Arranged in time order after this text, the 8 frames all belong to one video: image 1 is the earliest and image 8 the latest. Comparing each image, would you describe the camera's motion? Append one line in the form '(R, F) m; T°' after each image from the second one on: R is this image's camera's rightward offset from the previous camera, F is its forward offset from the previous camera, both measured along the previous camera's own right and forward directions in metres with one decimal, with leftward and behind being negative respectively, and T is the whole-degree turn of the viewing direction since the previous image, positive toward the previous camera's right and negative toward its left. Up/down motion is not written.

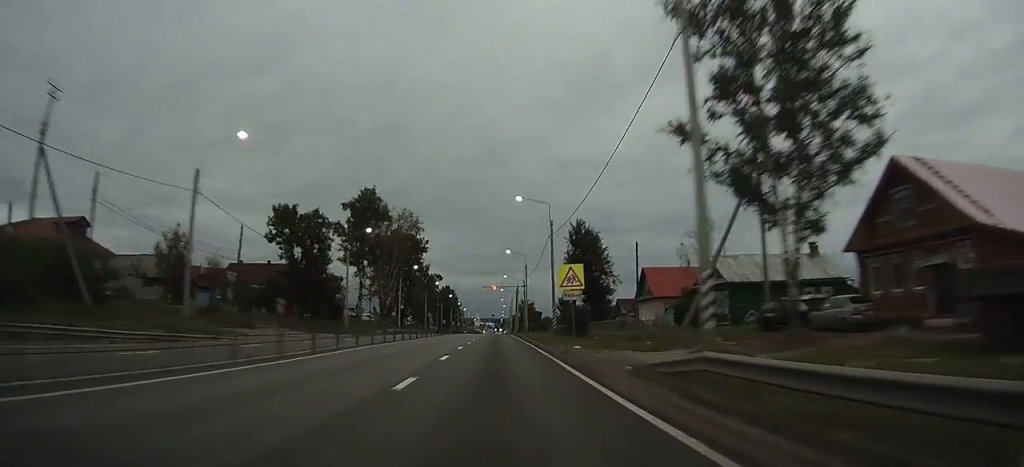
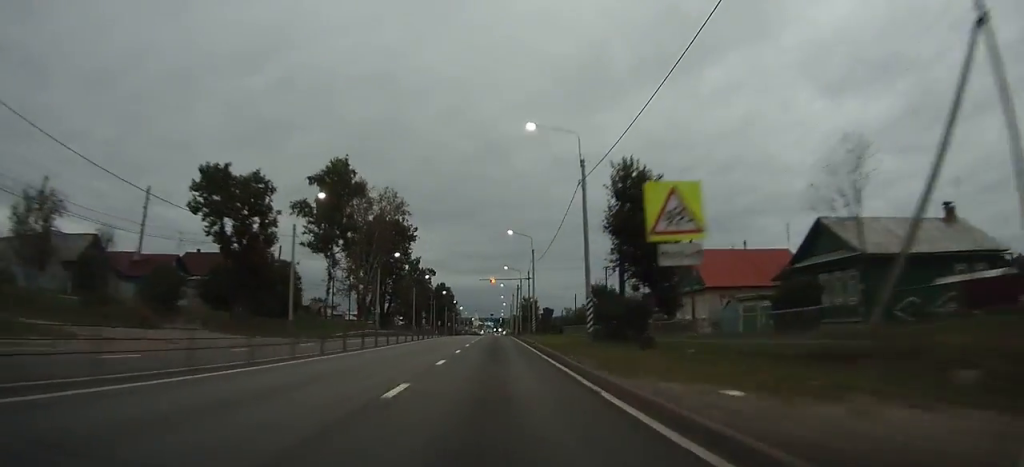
(0.0, +17.2) m; 0°
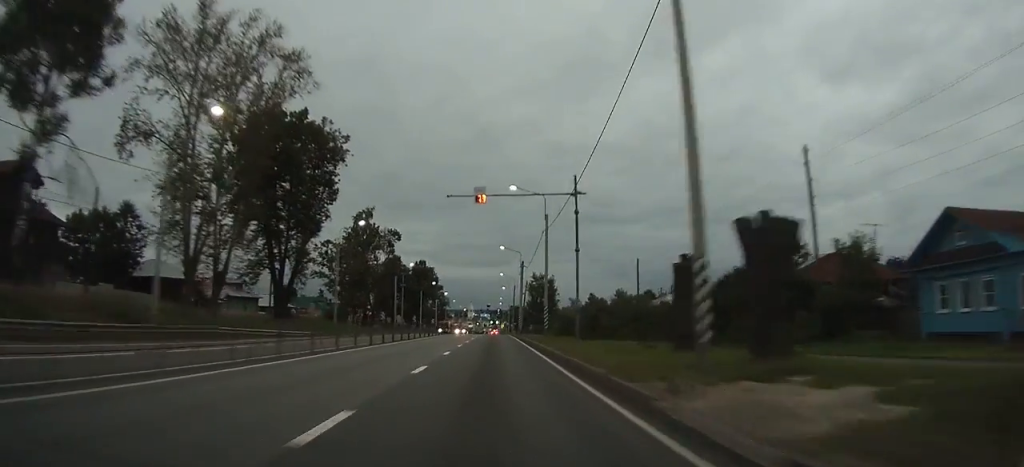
(+0.3, +53.0) m; +1°
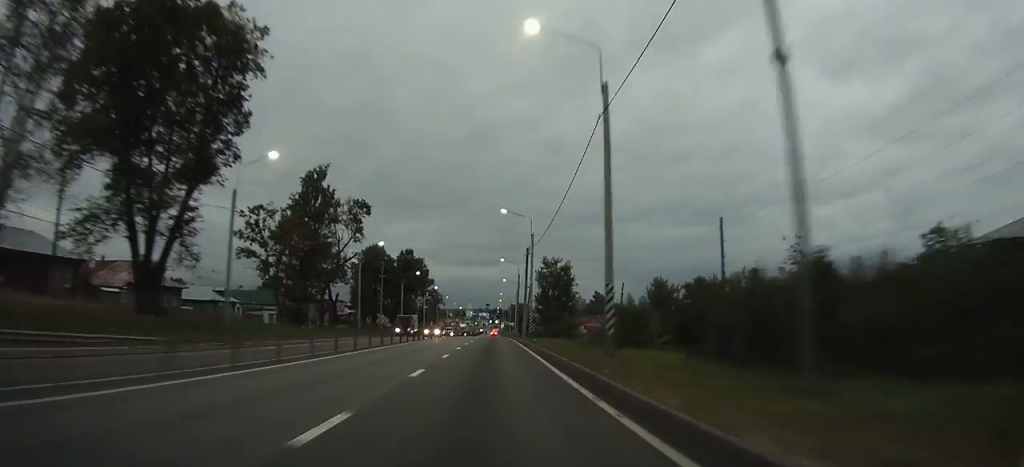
(0.0, +24.0) m; 0°
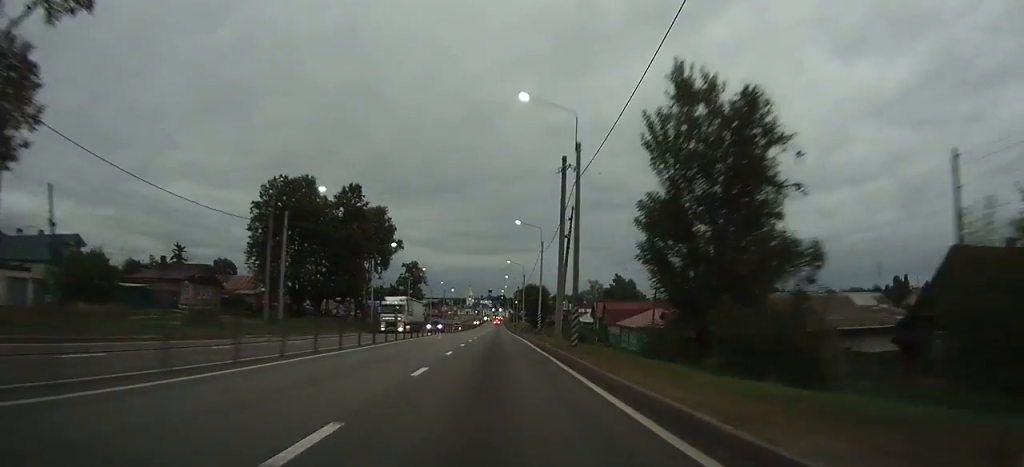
(-0.3, +57.1) m; -1°
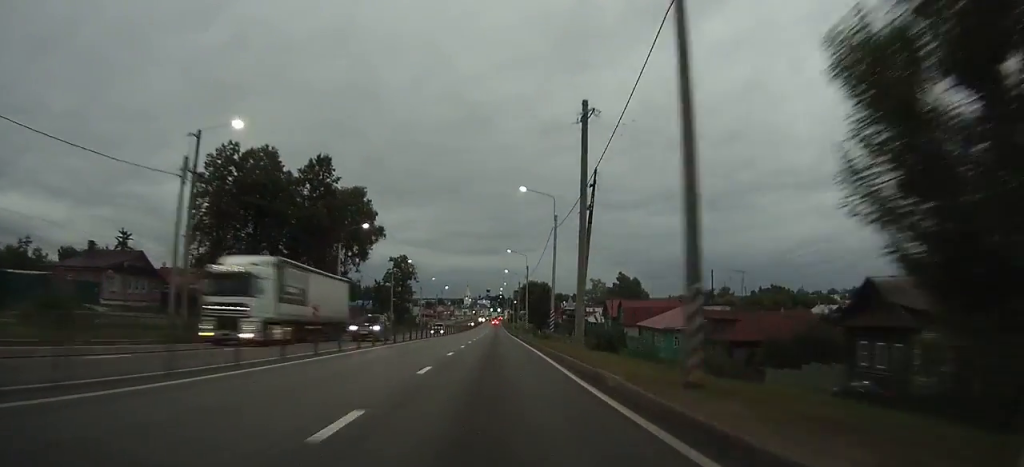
(0.0, +14.7) m; 0°
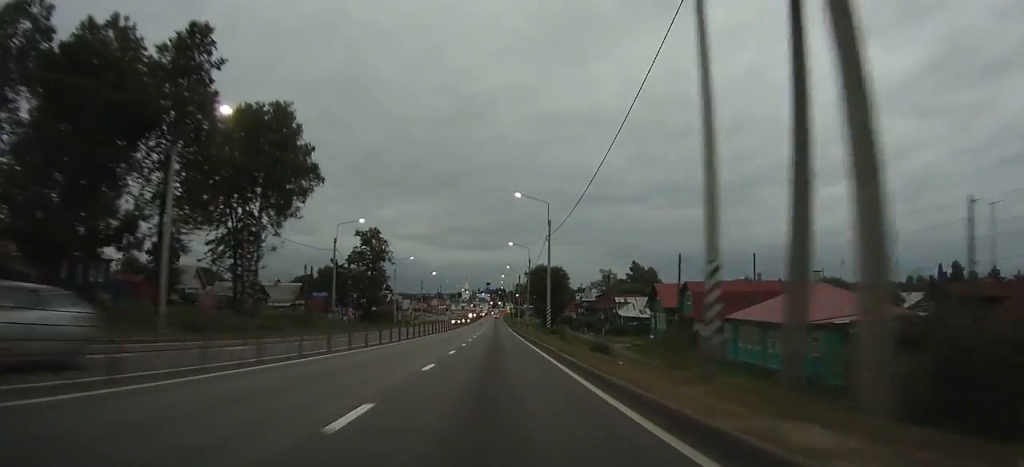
(+0.2, +31.5) m; 0°
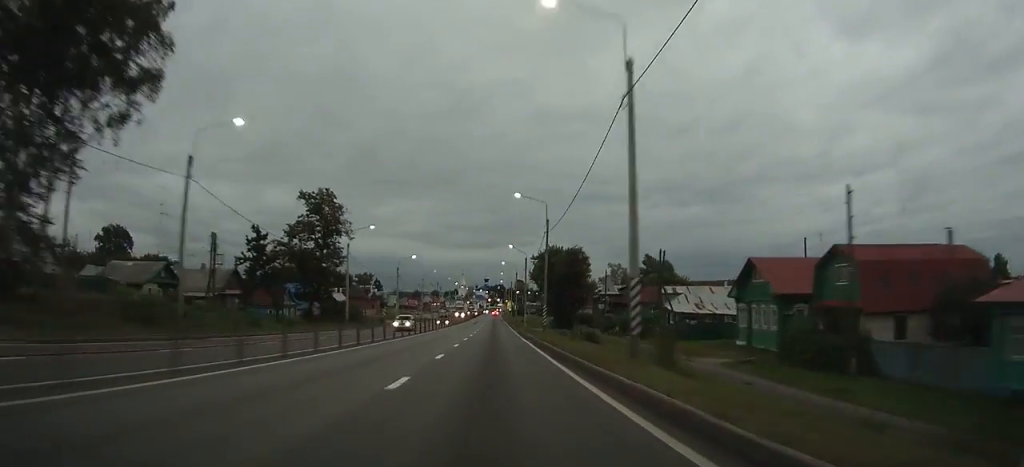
(0.0, +27.9) m; 0°
